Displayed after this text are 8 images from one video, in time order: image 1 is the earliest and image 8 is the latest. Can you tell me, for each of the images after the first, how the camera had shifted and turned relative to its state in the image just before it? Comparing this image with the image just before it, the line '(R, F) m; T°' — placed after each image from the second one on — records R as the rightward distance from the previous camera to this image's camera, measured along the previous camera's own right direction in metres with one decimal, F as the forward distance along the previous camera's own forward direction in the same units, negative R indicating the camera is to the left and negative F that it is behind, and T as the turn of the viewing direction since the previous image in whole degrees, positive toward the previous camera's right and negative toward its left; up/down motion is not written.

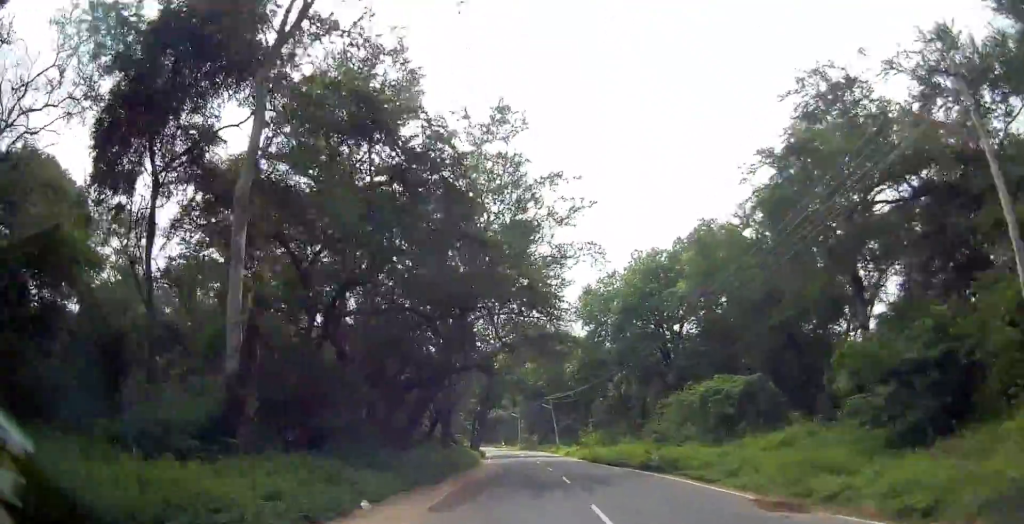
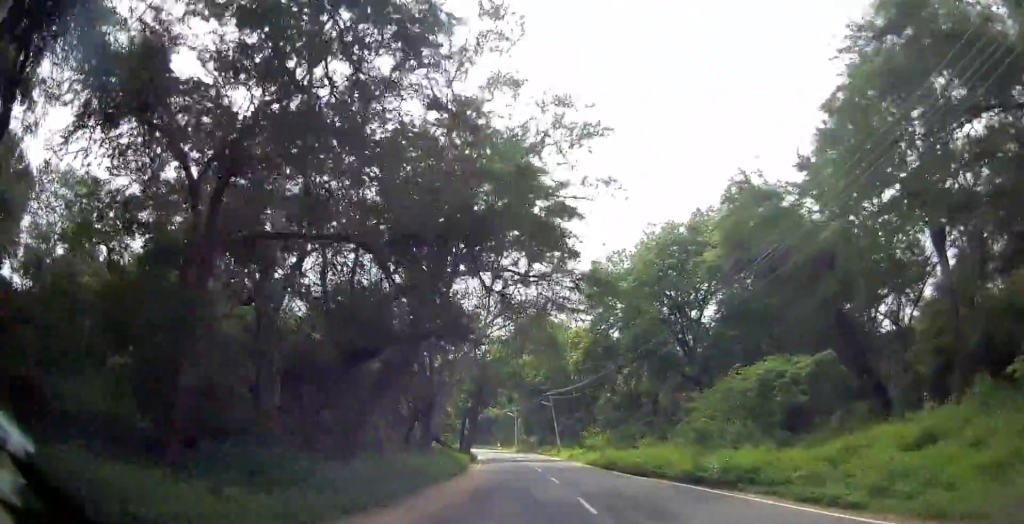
(0.0, +7.1) m; 0°
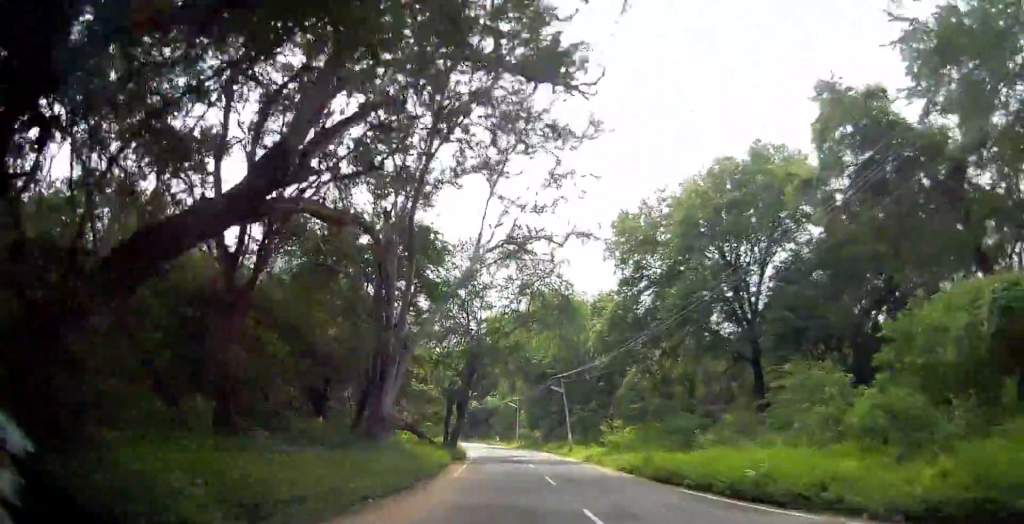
(-0.1, +11.5) m; -1°
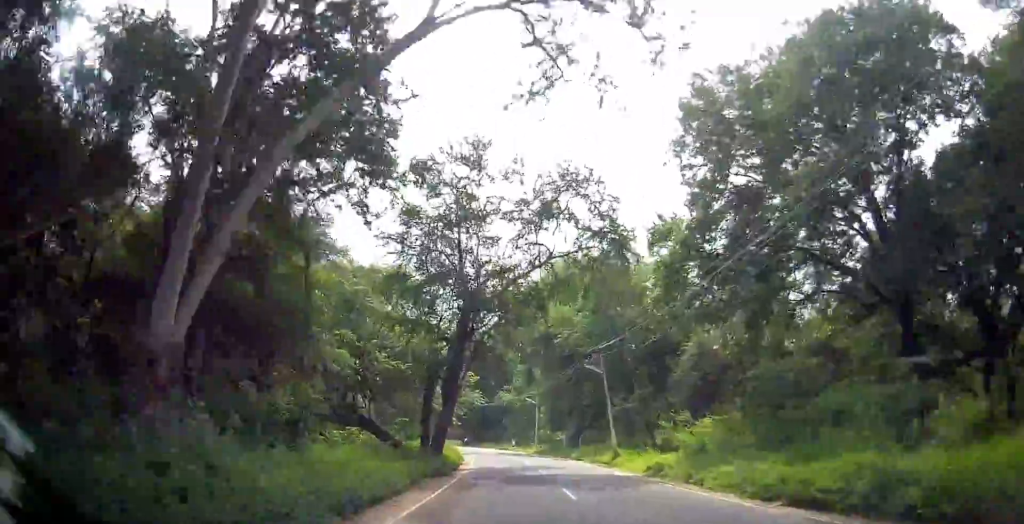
(-0.1, +13.9) m; 0°
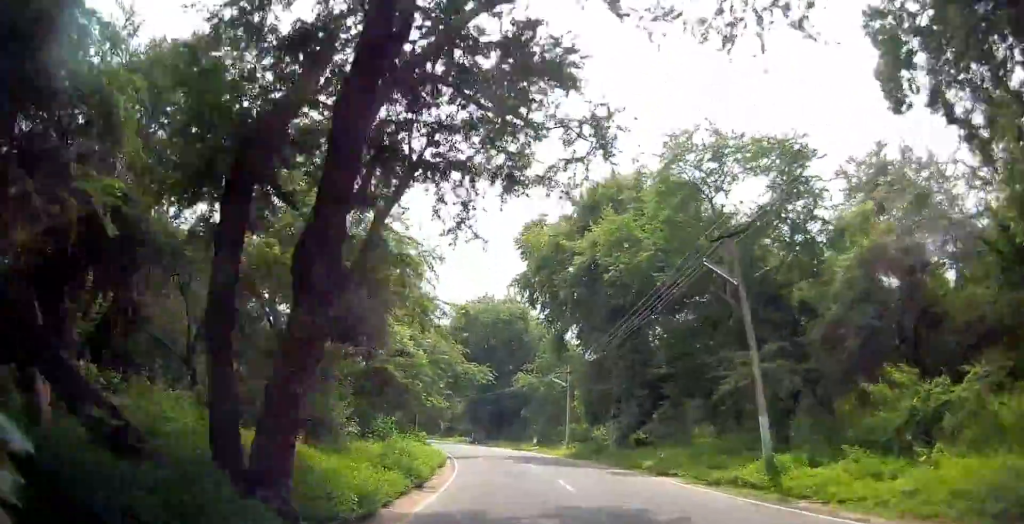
(-0.1, +17.6) m; -2°
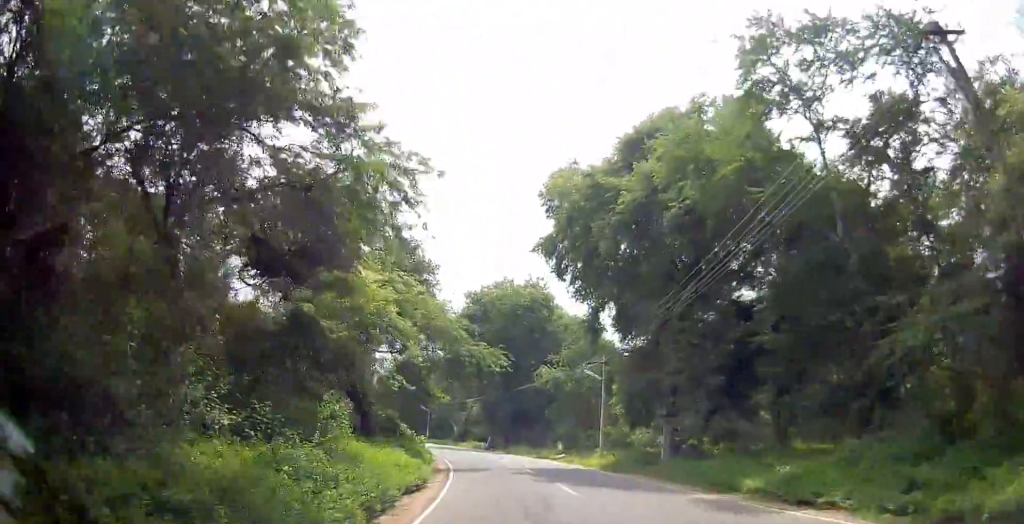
(0.0, +8.7) m; -2°
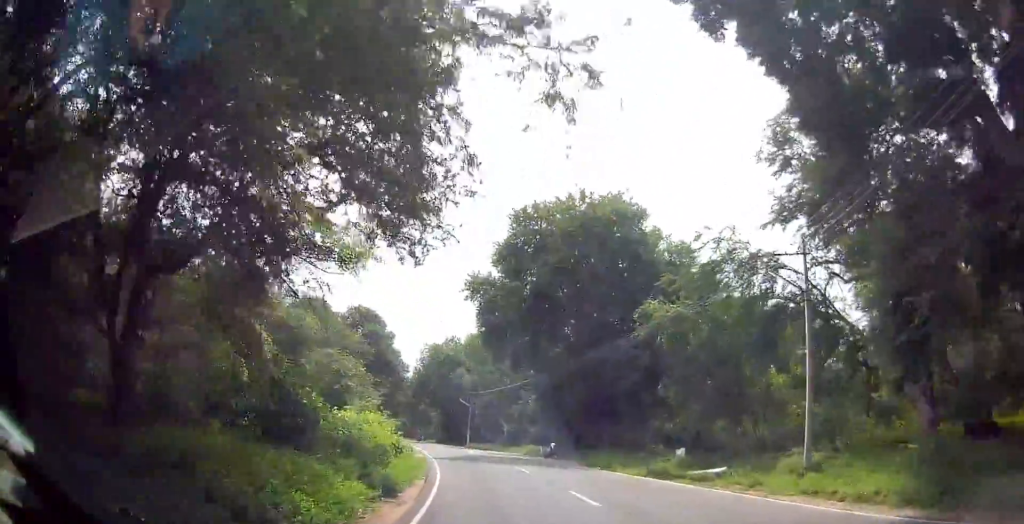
(-1.8, +21.2) m; -9°
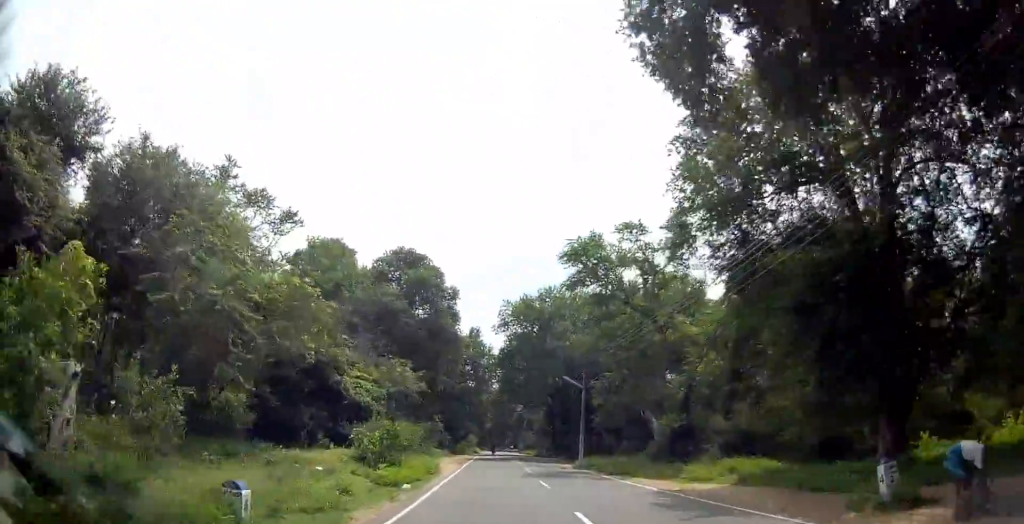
(-2.4, +30.7) m; -8°
